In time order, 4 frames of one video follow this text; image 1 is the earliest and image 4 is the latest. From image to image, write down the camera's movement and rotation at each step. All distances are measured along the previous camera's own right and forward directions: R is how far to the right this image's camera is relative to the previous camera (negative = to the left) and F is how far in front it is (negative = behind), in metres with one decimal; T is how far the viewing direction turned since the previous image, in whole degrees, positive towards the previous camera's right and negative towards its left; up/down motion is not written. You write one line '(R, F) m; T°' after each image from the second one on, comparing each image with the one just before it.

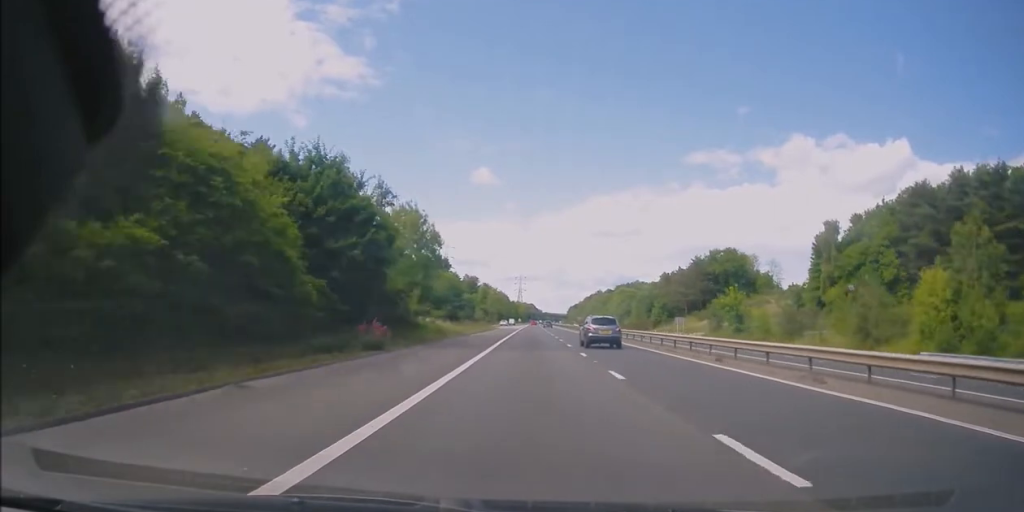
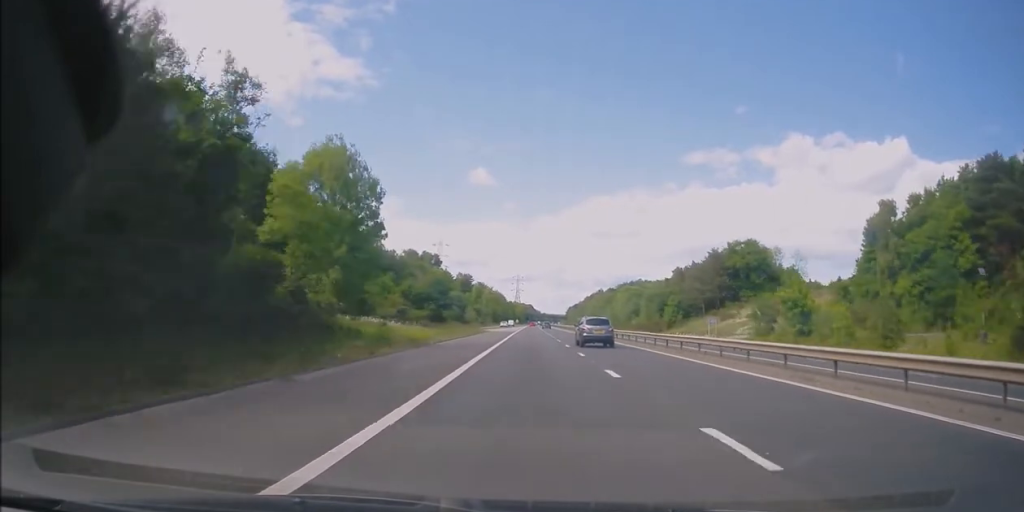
(+0.1, +17.4) m; 0°
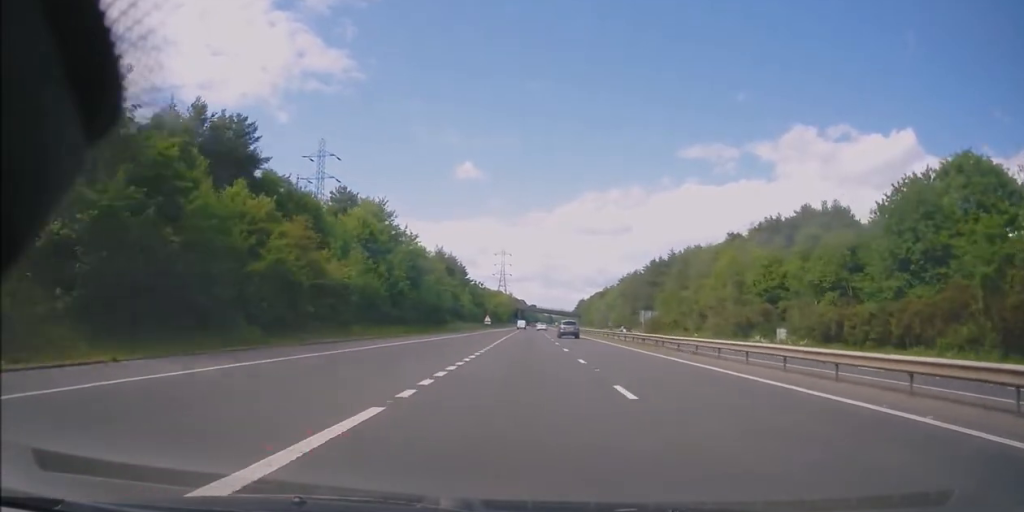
(+2.1, +188.8) m; +1°
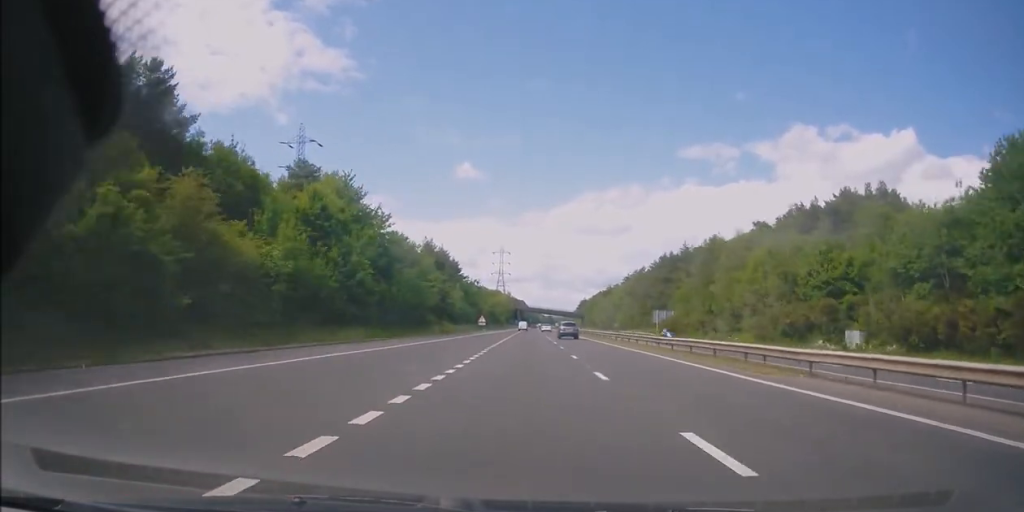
(-0.1, +14.4) m; 0°
